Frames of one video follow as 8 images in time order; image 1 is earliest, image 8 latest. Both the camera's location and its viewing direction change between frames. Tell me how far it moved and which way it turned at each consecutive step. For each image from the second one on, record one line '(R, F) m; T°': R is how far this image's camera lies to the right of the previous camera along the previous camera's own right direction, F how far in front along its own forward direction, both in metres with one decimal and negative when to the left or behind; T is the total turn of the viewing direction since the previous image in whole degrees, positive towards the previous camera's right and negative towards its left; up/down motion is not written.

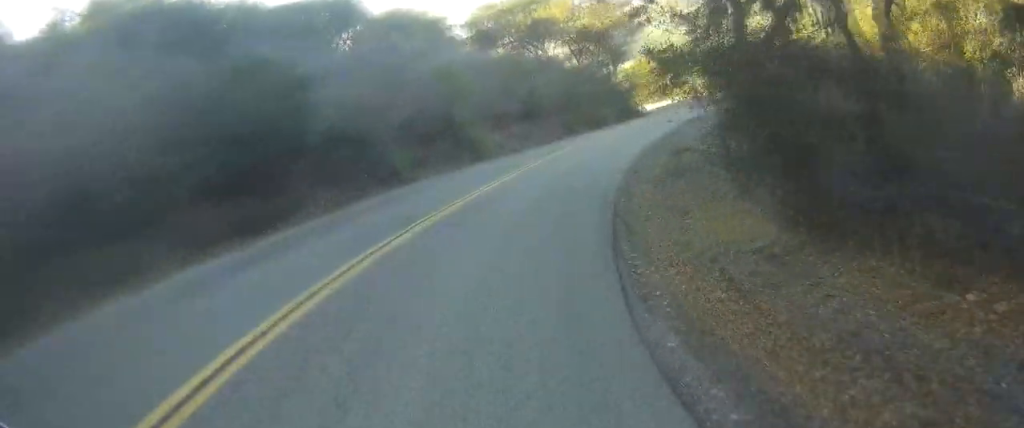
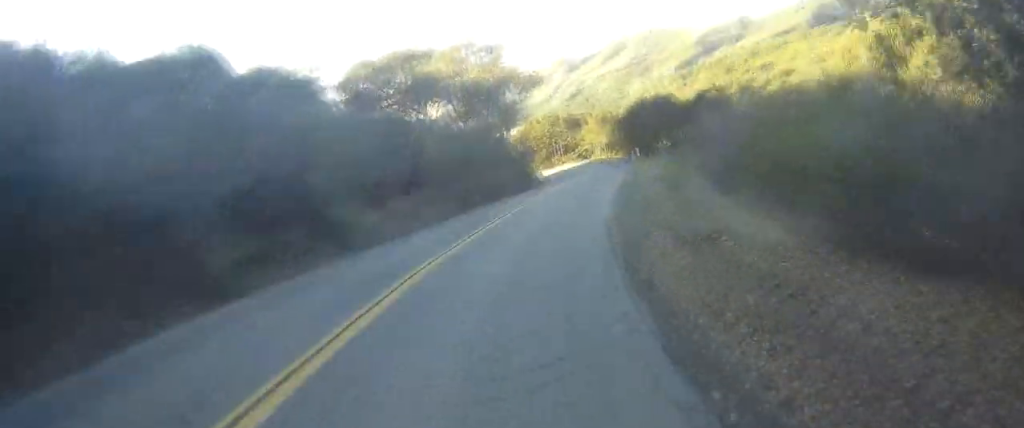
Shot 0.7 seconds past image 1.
(+0.3, +7.3) m; +11°
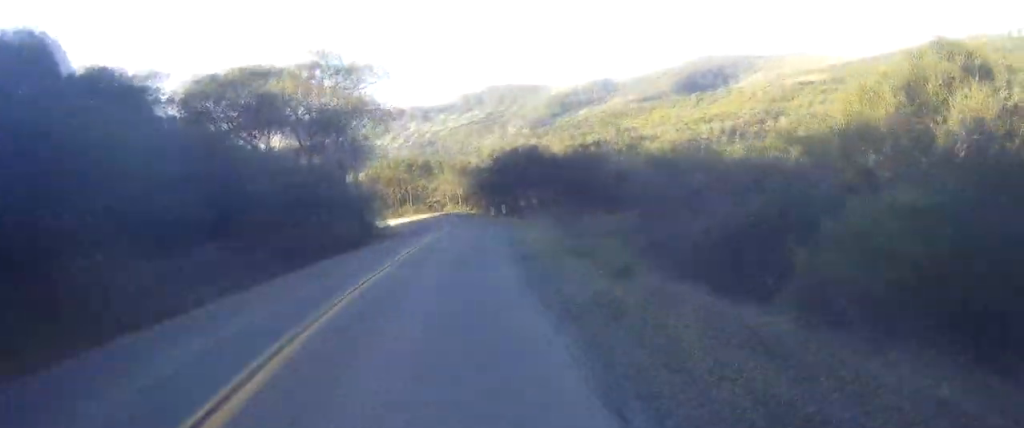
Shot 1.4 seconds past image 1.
(+0.4, +7.1) m; +17°
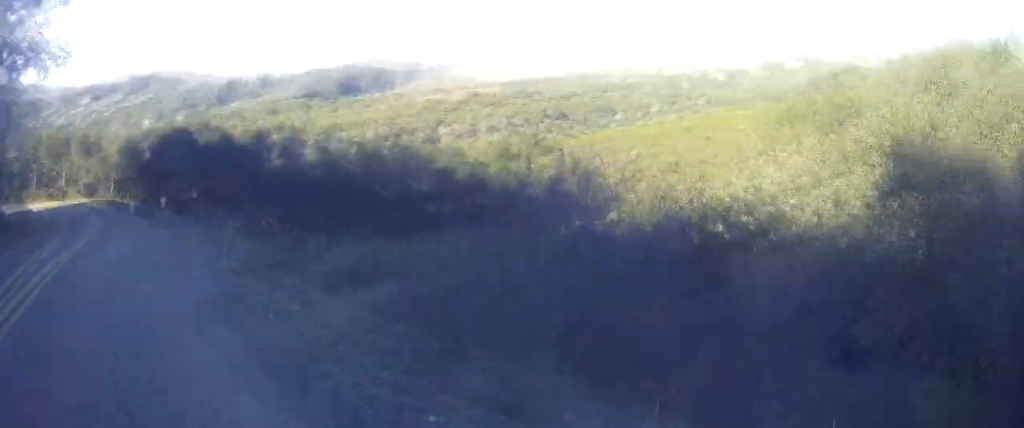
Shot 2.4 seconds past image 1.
(+3.0, +10.5) m; +22°
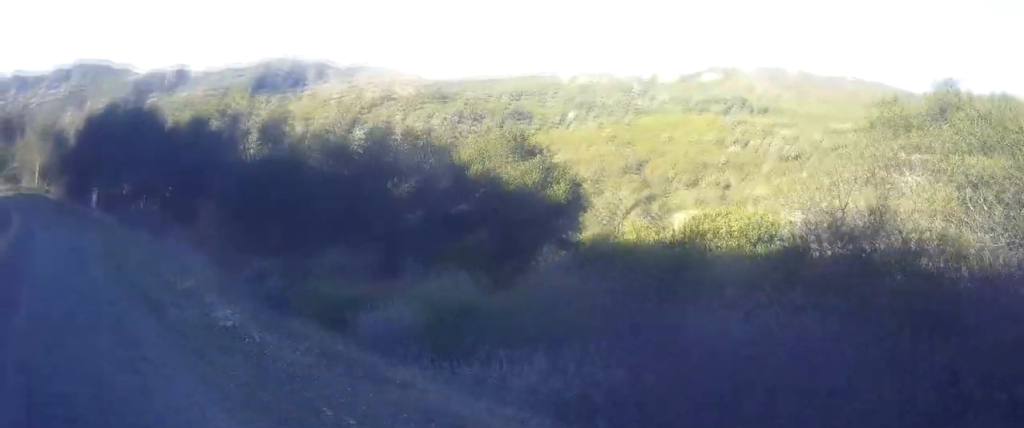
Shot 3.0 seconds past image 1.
(+0.6, +6.7) m; +3°
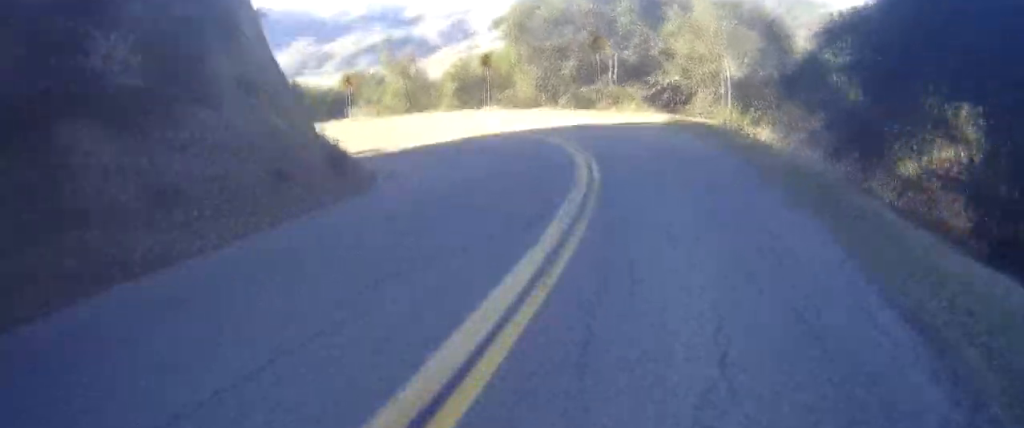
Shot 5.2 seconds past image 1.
(+1.1, +28.8) m; +11°
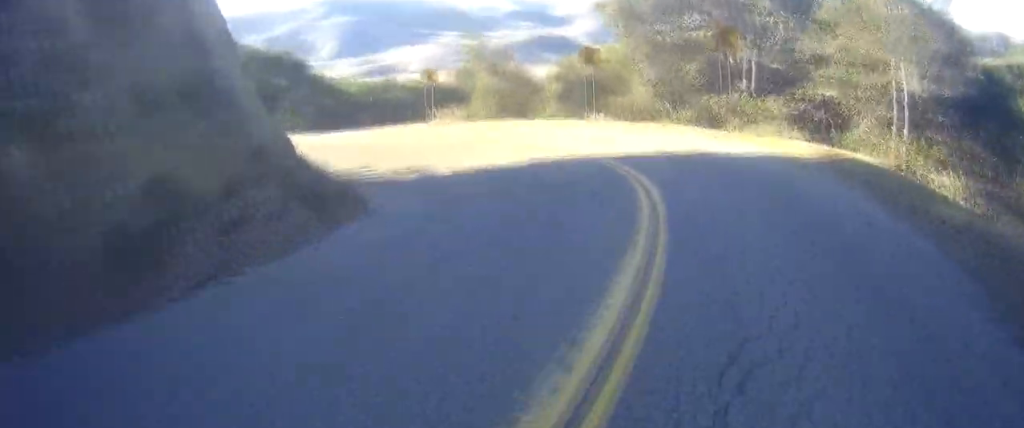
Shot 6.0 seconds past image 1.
(+1.4, +9.3) m; +3°
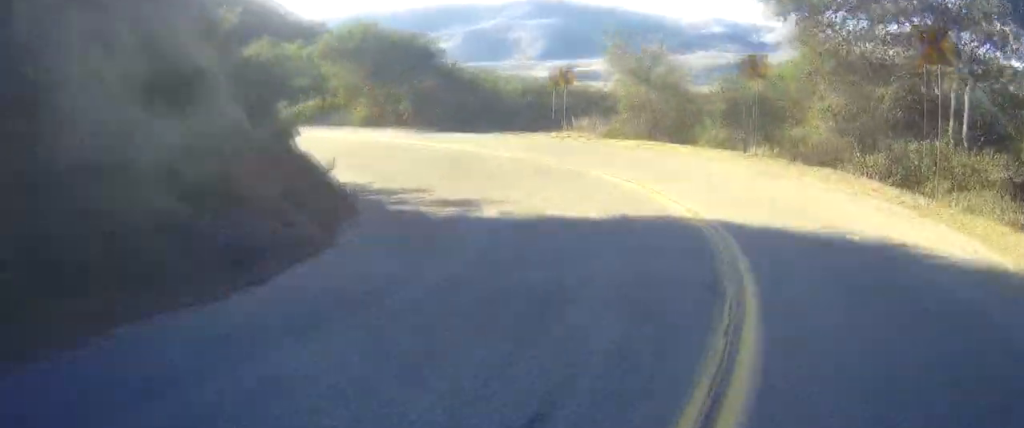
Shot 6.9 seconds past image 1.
(-0.4, +9.9) m; -9°
